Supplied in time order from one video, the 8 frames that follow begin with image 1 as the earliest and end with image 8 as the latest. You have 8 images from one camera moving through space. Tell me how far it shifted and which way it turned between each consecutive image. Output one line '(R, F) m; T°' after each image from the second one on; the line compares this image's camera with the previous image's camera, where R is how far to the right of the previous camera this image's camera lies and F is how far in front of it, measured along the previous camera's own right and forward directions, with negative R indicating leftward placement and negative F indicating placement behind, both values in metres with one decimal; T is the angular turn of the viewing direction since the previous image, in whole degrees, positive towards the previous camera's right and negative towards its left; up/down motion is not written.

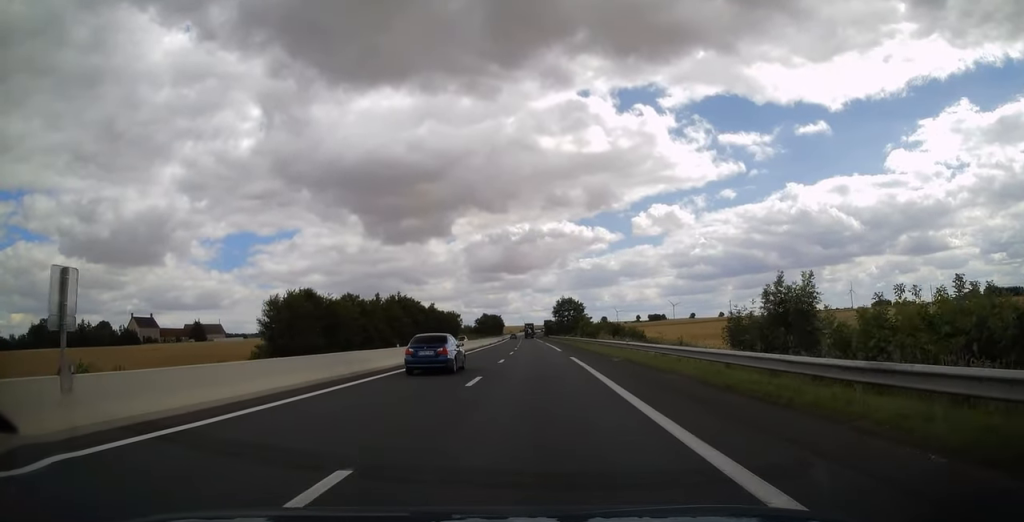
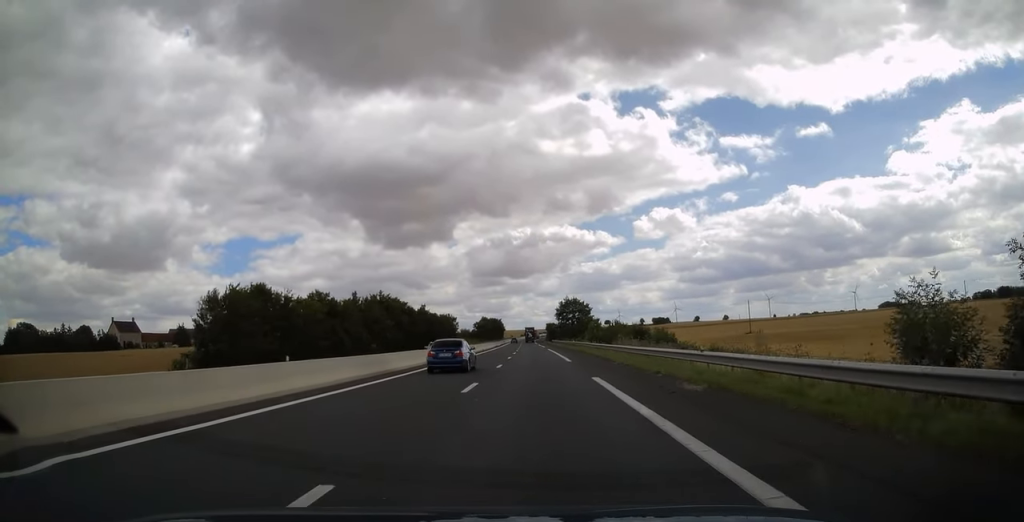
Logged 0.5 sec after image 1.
(0.0, +13.8) m; 0°
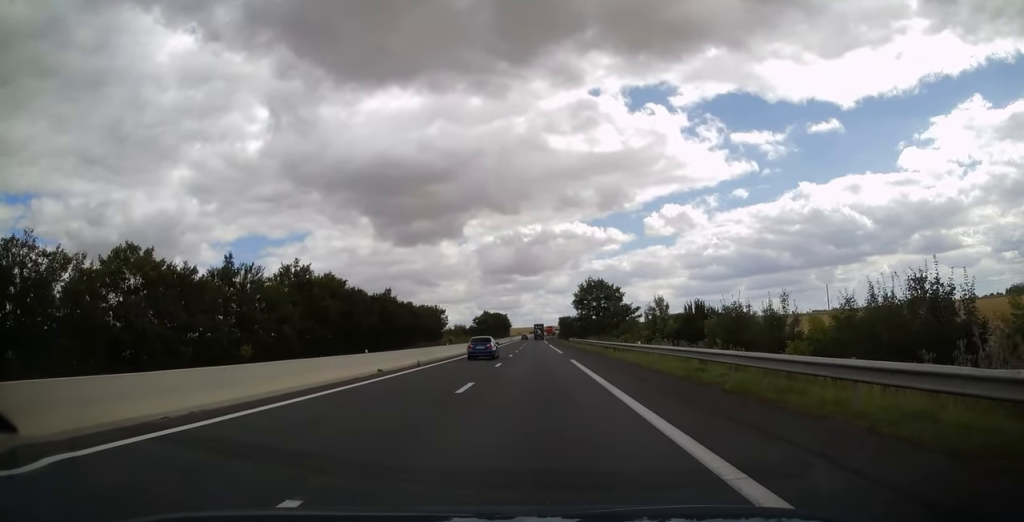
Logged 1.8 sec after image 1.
(-0.3, +39.9) m; -1°
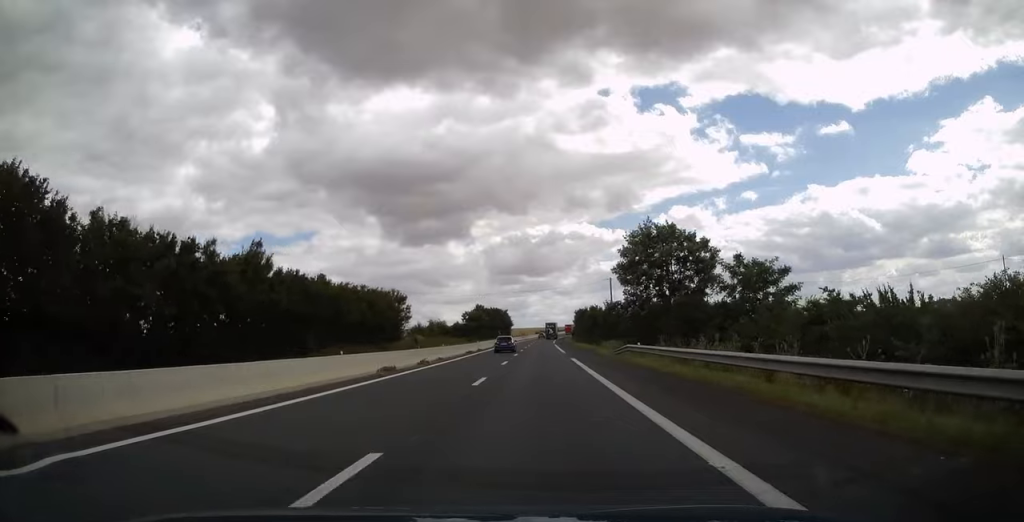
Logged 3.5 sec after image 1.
(-0.4, +49.8) m; -1°
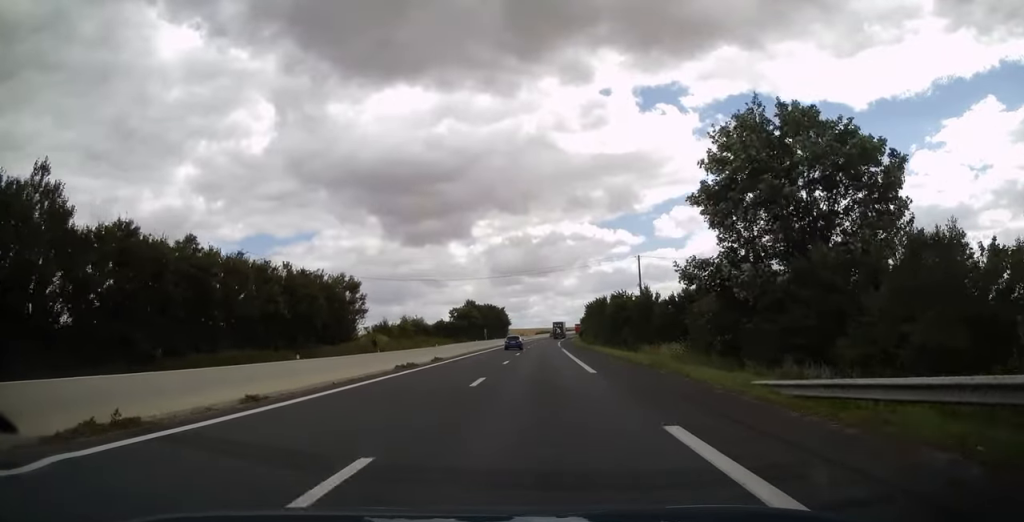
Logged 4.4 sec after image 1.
(-0.1, +26.6) m; 0°
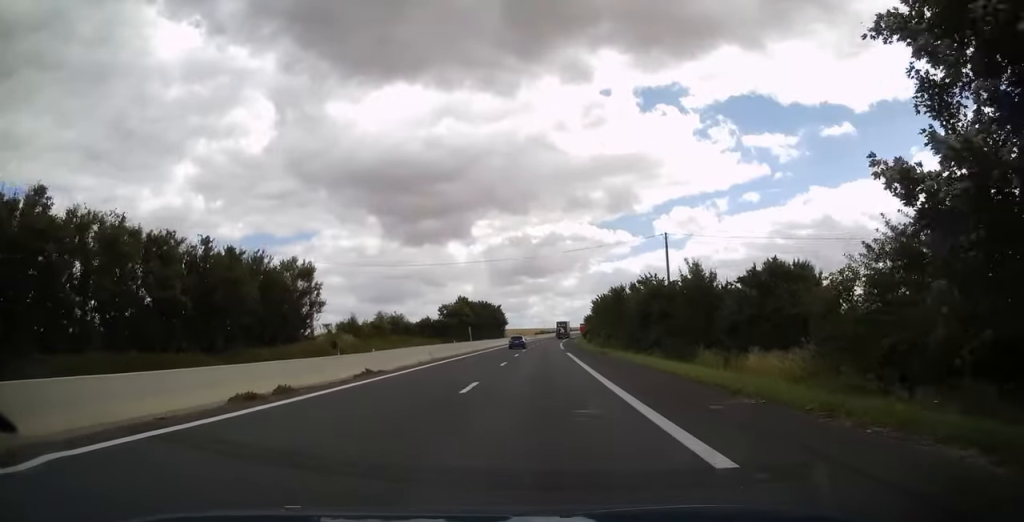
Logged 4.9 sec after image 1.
(0.0, +15.3) m; 0°
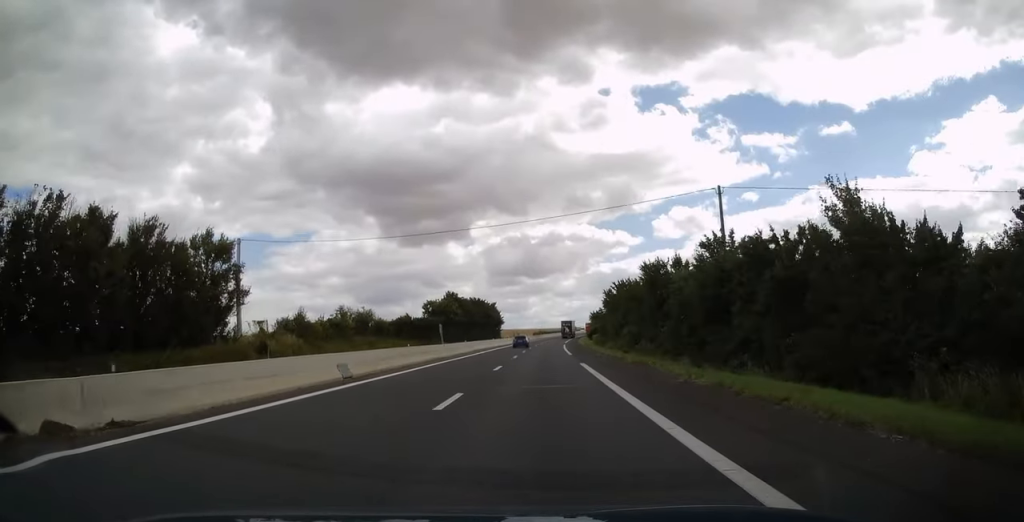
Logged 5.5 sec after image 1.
(0.0, +16.8) m; 0°
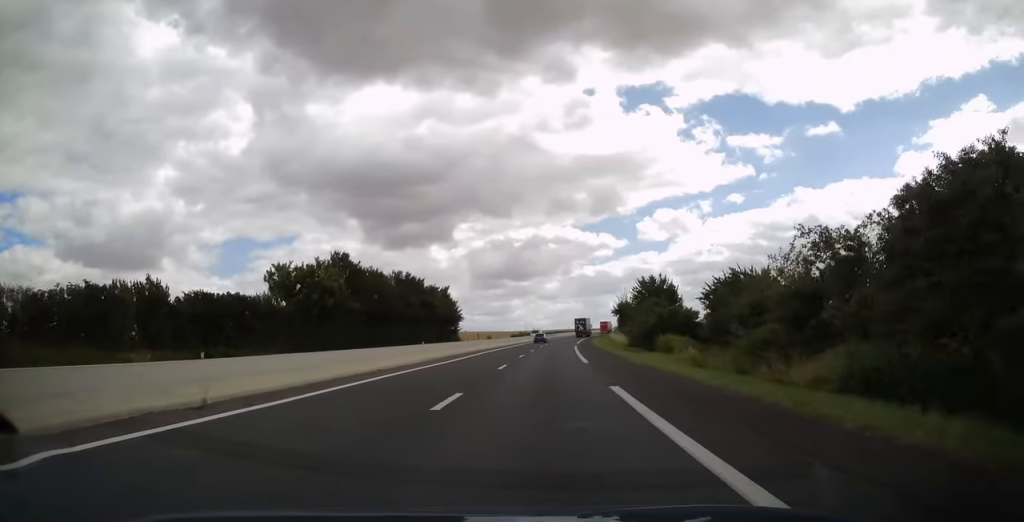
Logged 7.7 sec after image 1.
(+0.5, +65.3) m; +1°
